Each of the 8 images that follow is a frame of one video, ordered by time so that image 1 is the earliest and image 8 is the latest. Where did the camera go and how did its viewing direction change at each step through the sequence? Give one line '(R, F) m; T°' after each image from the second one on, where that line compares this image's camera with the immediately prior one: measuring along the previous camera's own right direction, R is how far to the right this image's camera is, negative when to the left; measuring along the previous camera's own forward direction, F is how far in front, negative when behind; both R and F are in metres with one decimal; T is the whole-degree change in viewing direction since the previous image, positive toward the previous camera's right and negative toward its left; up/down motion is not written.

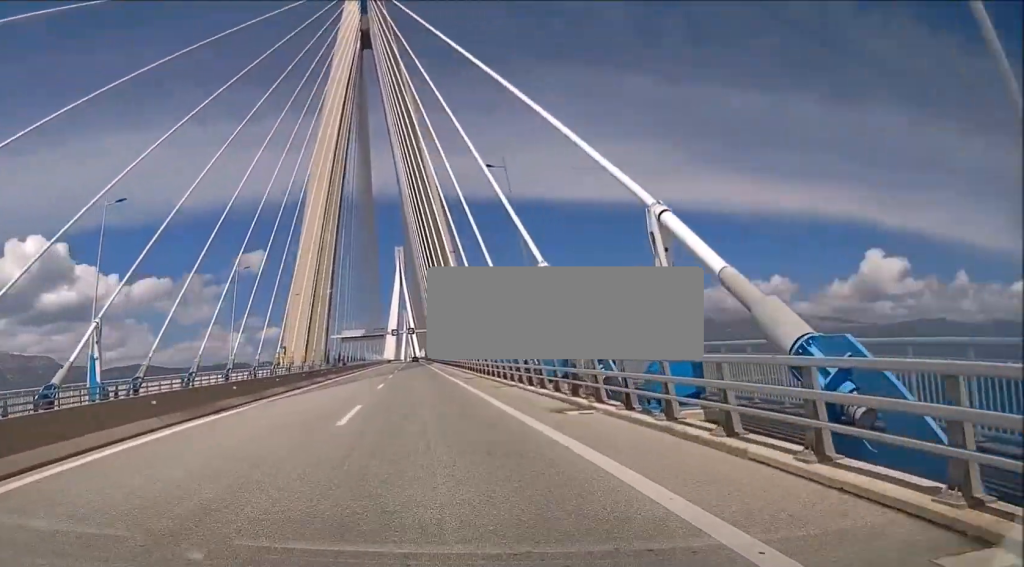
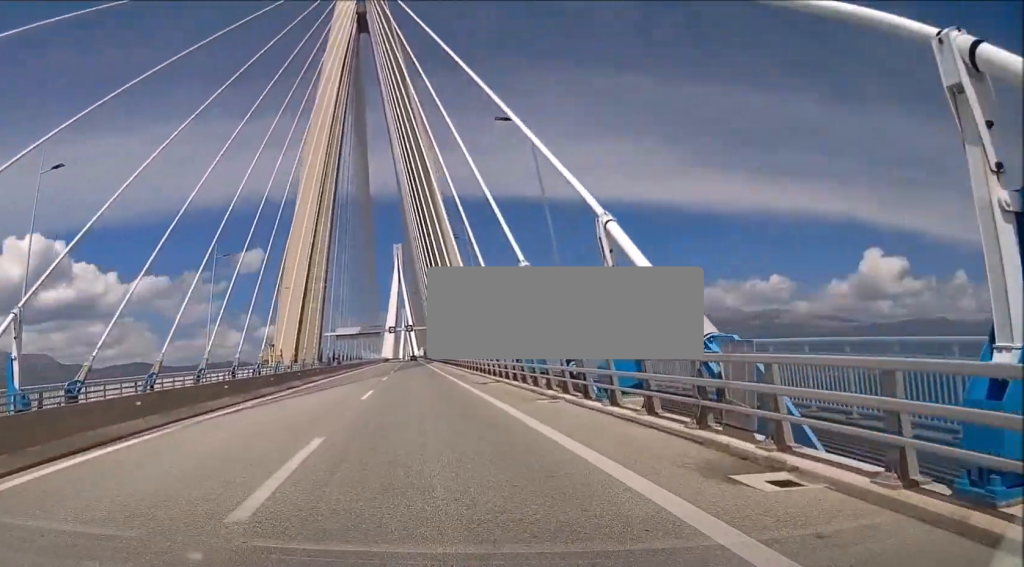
(0.0, +9.2) m; 0°
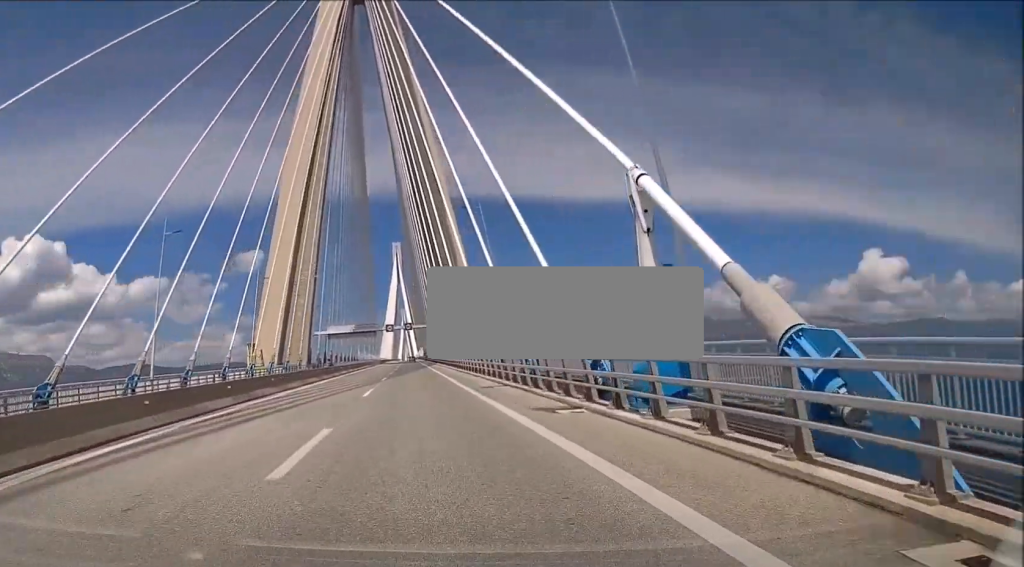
(+0.1, +14.7) m; 0°
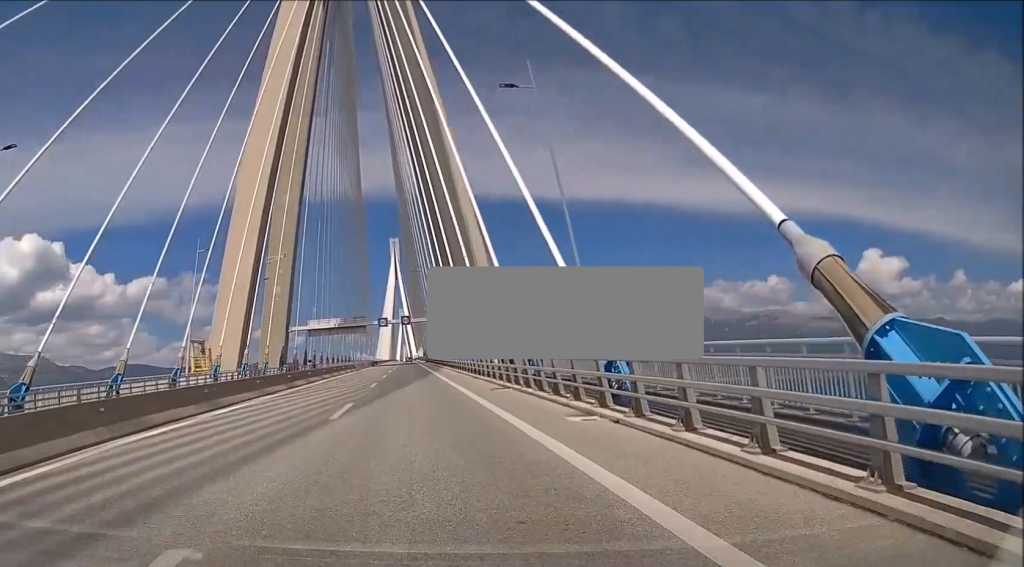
(-0.2, +26.0) m; 0°
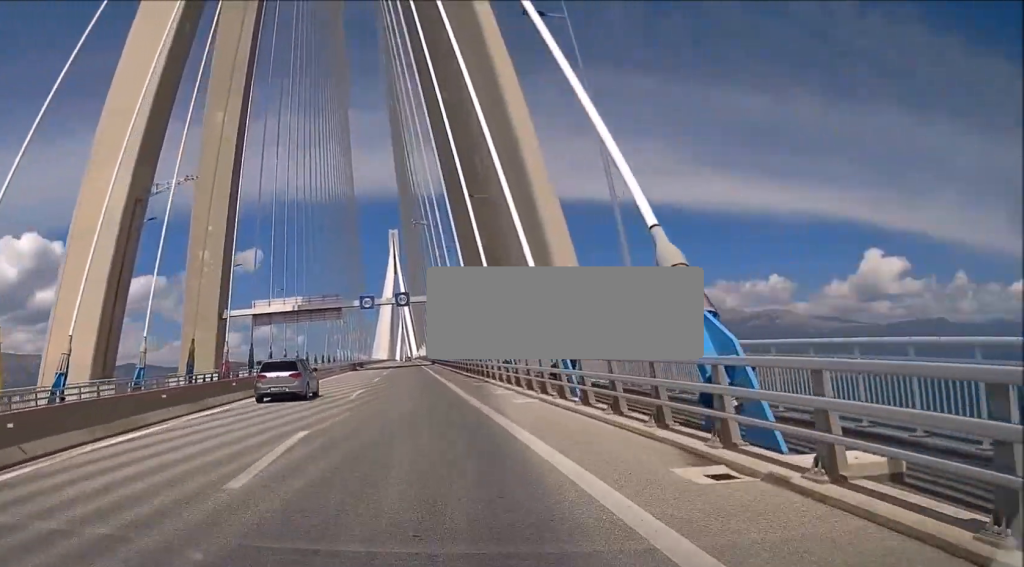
(+0.3, +43.1) m; +1°
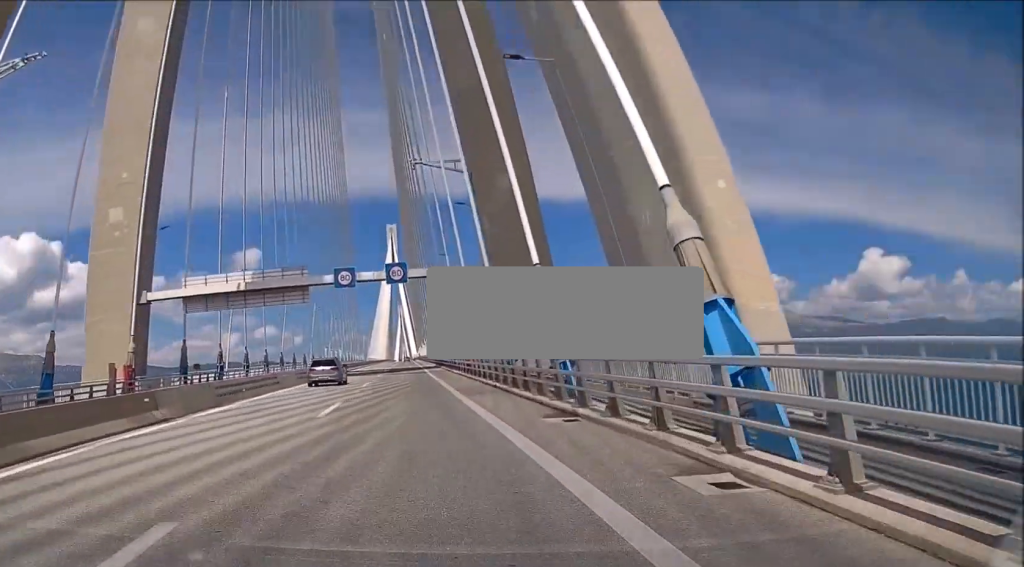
(+0.1, +24.9) m; 0°
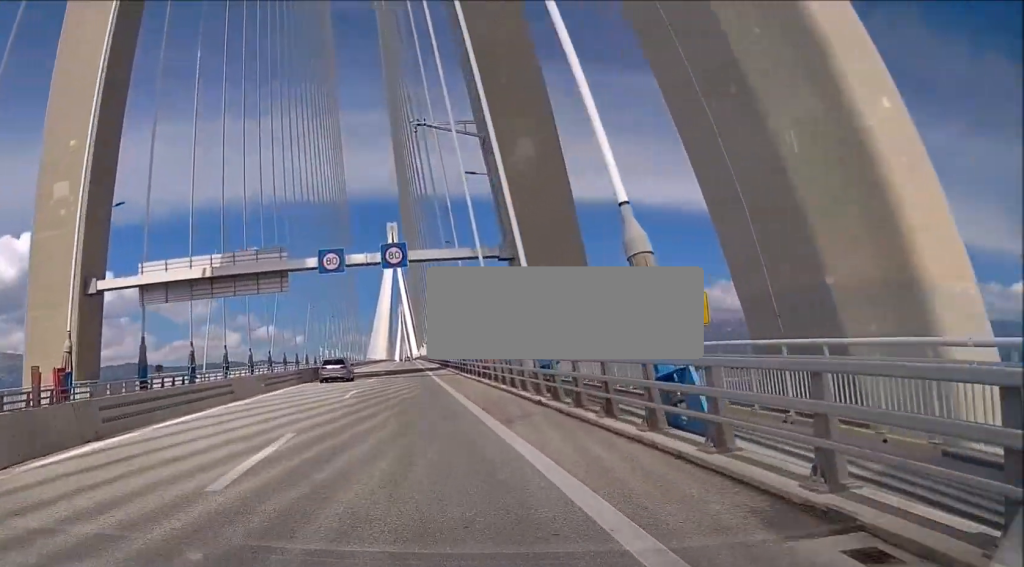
(0.0, +10.0) m; 0°
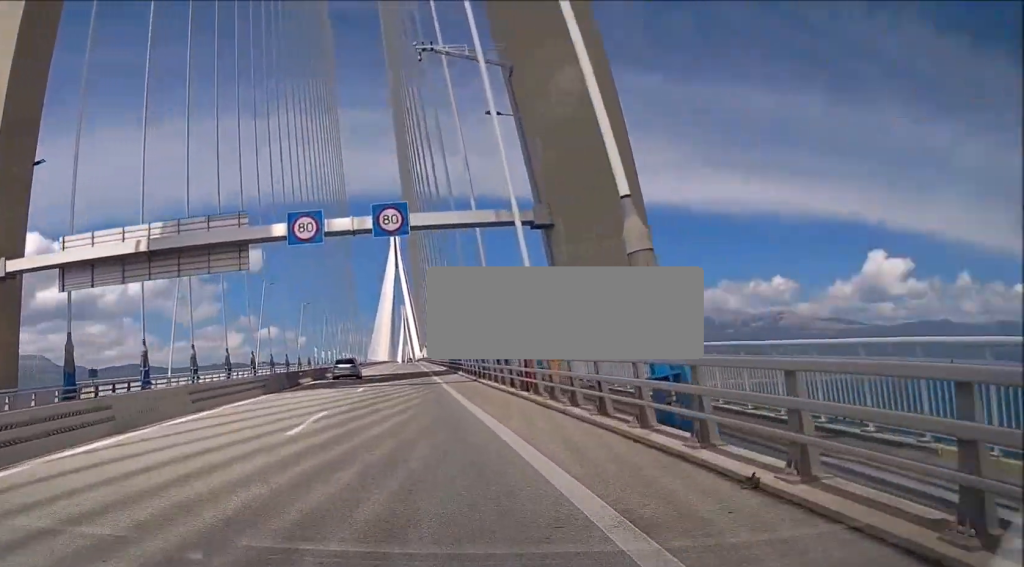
(0.0, +11.4) m; 0°
